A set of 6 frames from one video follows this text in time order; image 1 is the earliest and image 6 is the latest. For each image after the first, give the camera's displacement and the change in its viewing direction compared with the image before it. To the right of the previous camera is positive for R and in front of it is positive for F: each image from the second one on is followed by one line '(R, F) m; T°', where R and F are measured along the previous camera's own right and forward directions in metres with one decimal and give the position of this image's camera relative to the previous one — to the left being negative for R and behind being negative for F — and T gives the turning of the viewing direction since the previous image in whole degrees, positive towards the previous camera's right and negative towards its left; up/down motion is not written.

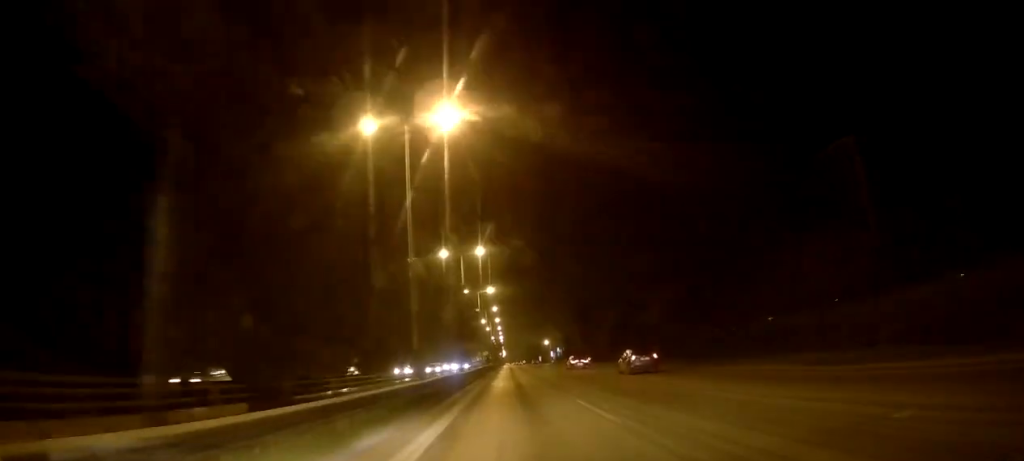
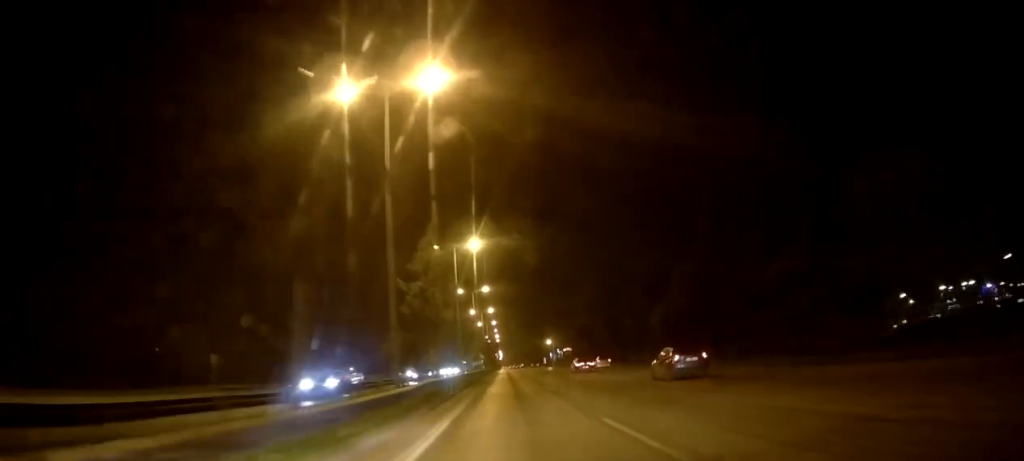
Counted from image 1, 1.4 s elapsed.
(-0.1, +33.2) m; 0°
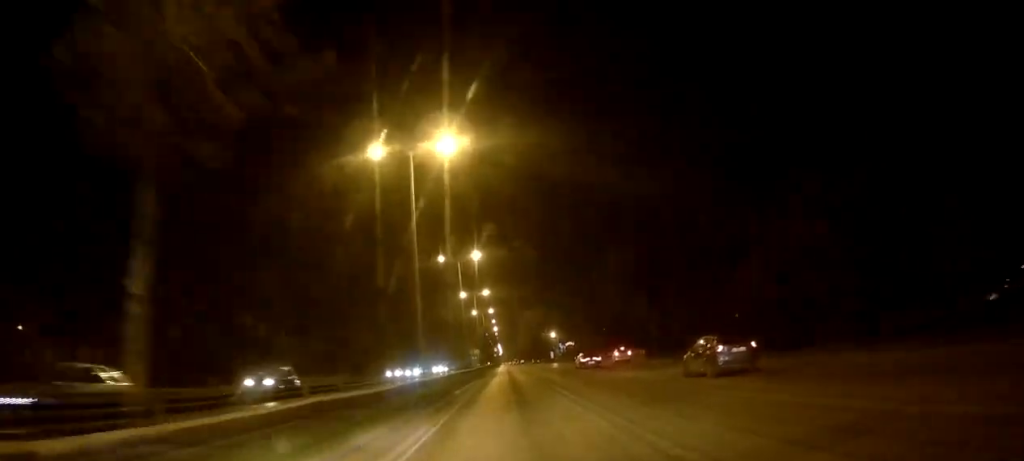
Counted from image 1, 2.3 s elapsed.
(0.0, +19.1) m; 0°
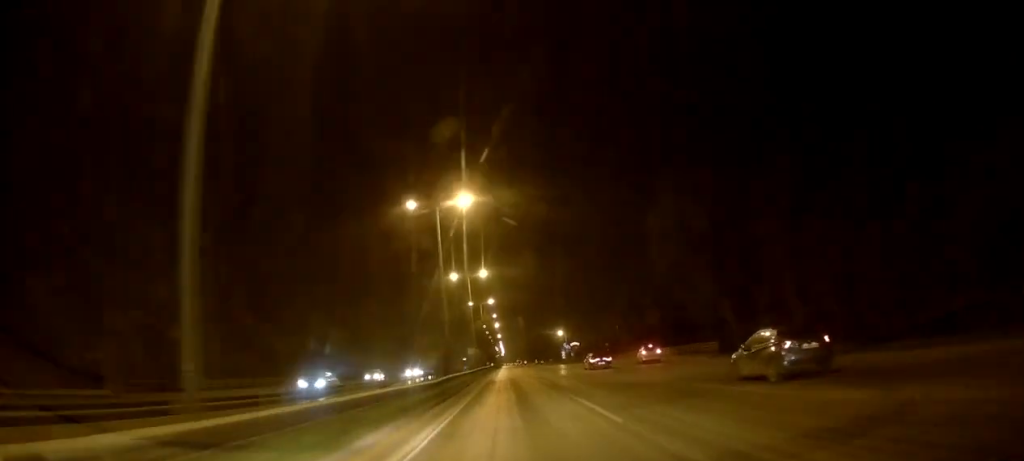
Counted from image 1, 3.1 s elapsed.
(0.0, +17.0) m; 0°
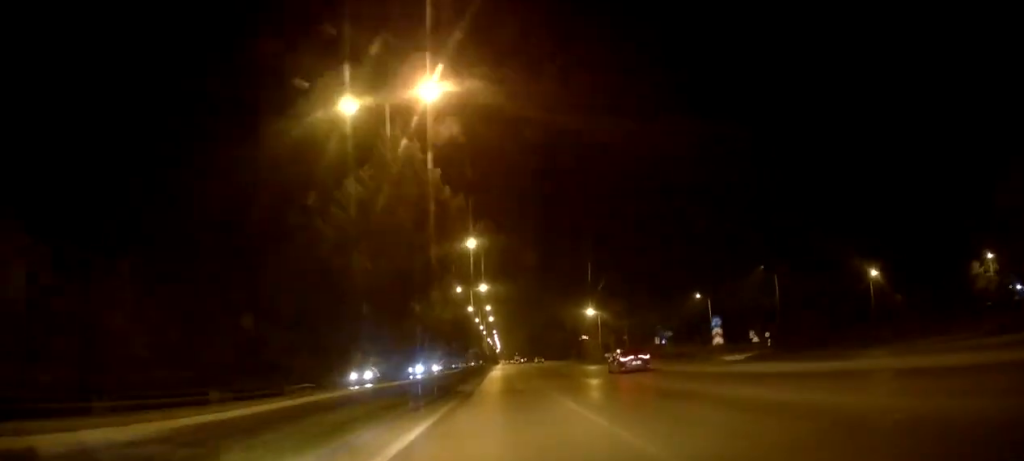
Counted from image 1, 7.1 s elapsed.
(+0.7, +111.6) m; +1°
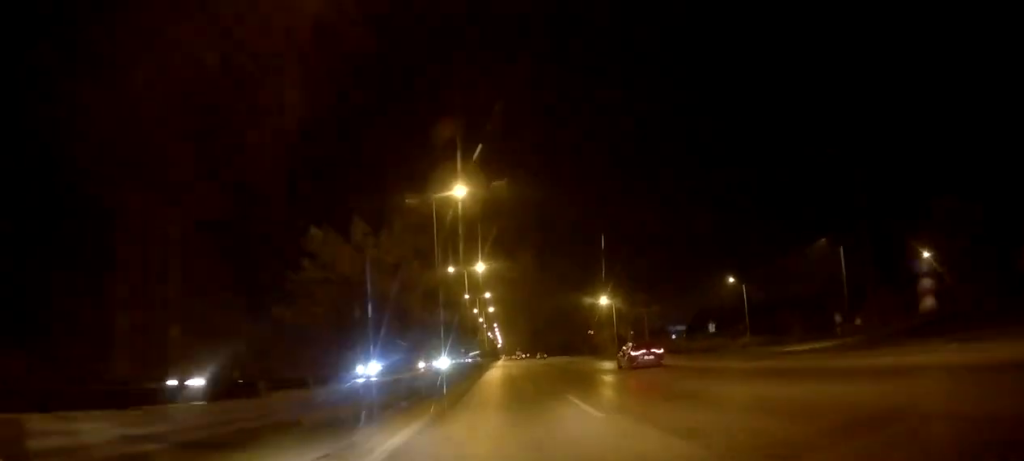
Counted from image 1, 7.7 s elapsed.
(-0.1, +17.4) m; 0°
